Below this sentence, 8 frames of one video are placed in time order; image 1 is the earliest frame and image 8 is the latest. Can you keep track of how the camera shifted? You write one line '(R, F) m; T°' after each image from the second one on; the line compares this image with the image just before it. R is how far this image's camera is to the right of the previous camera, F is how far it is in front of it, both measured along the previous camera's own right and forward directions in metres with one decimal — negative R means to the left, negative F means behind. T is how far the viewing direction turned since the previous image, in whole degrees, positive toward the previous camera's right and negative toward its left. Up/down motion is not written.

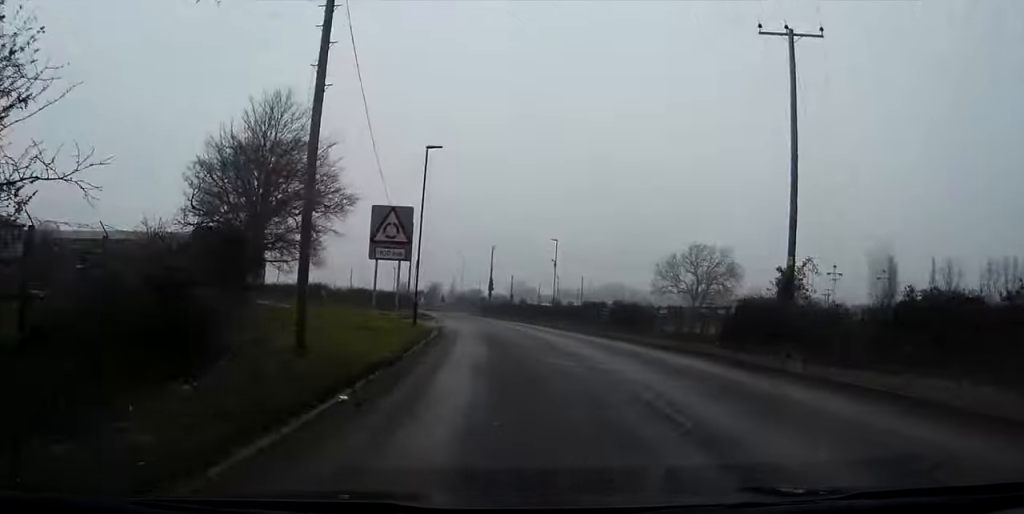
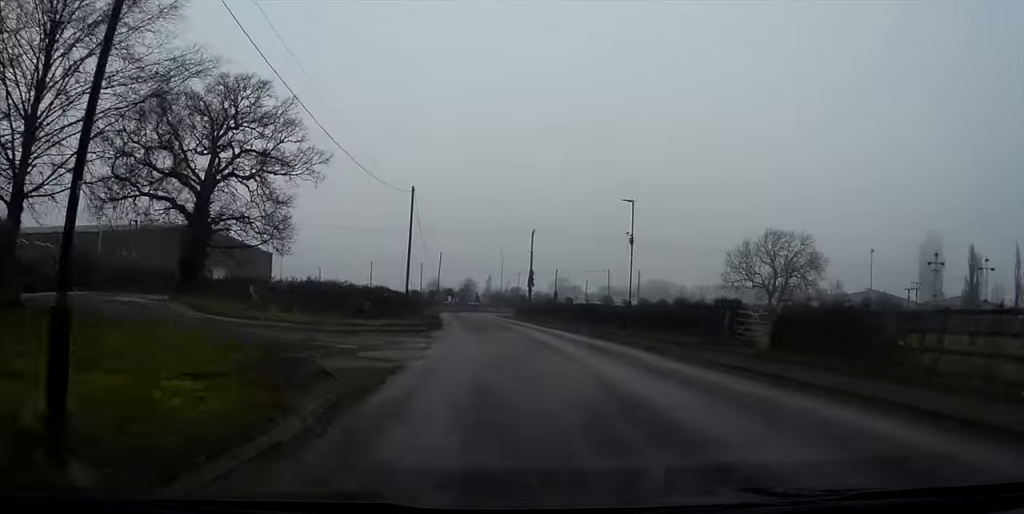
(-0.6, +21.2) m; -3°
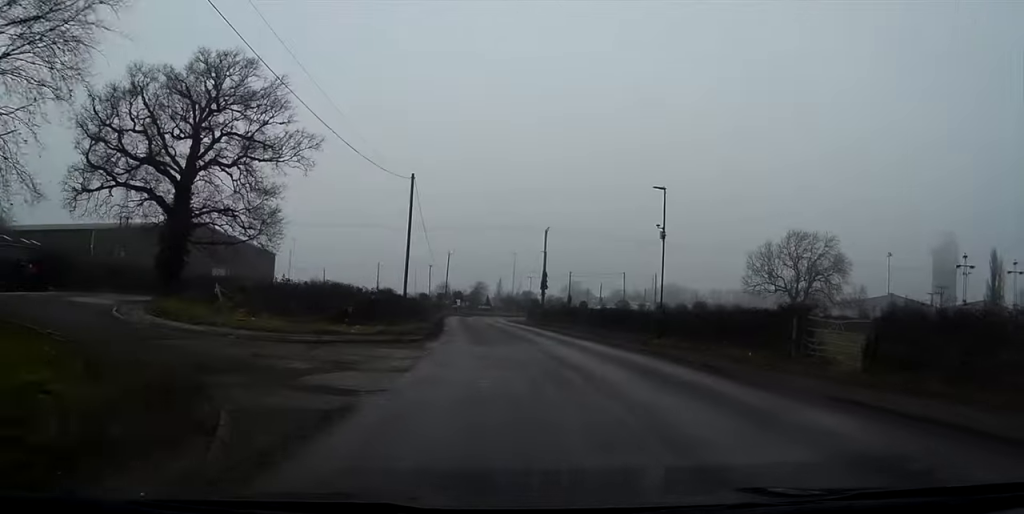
(-0.1, +5.2) m; -1°
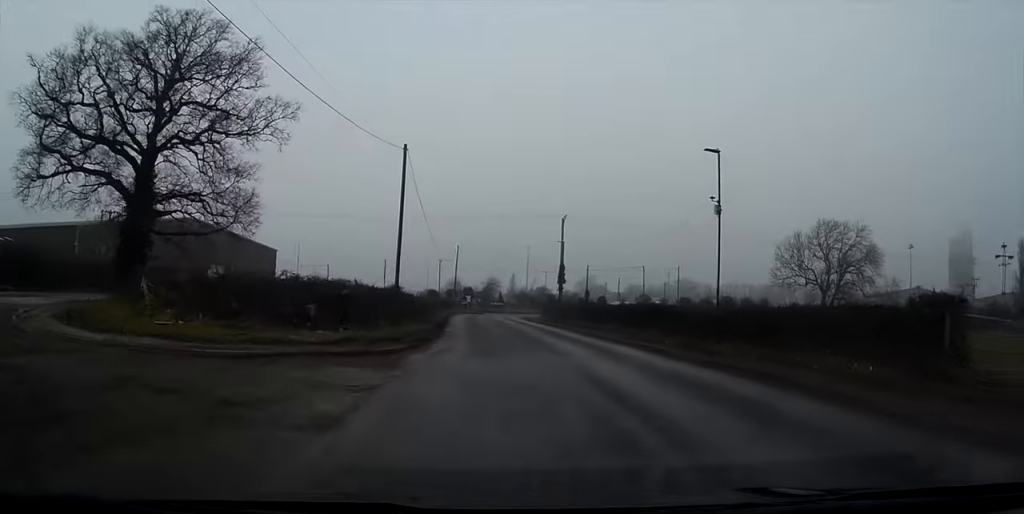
(0.0, +6.7) m; -1°
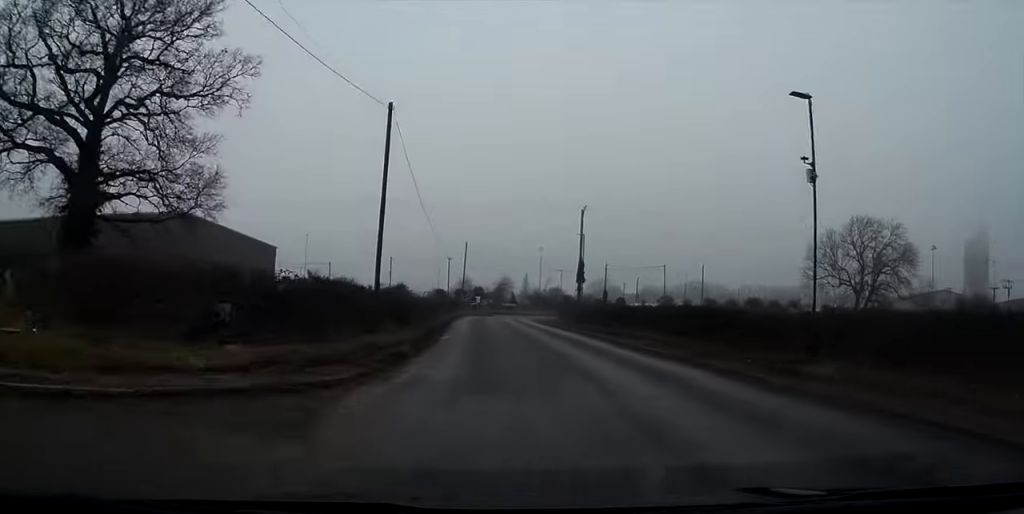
(-0.1, +7.4) m; -1°
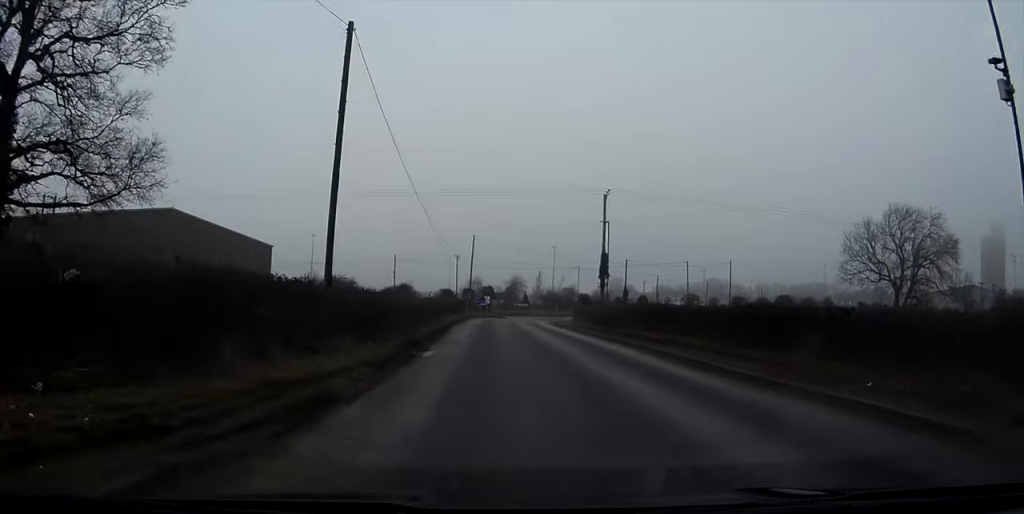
(0.0, +8.1) m; -1°
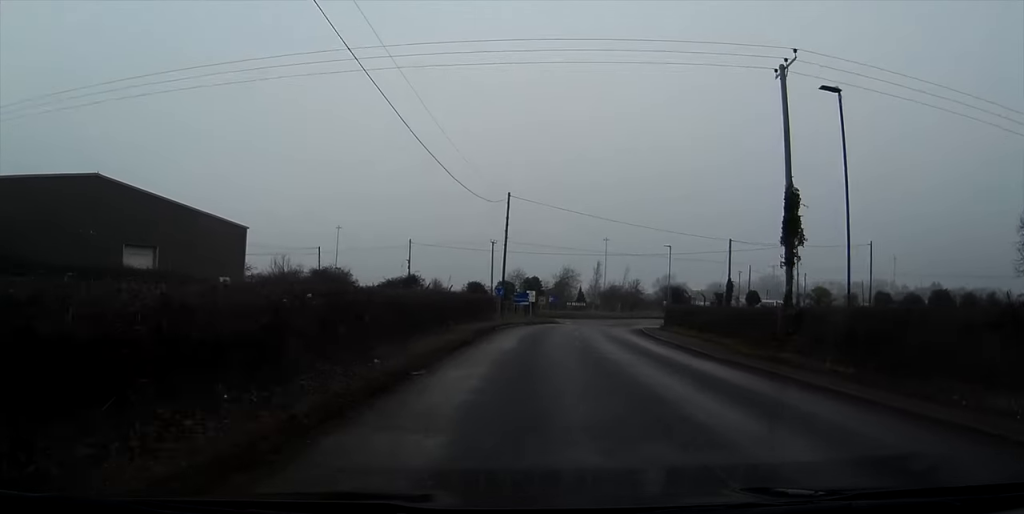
(-0.9, +30.3) m; -3°
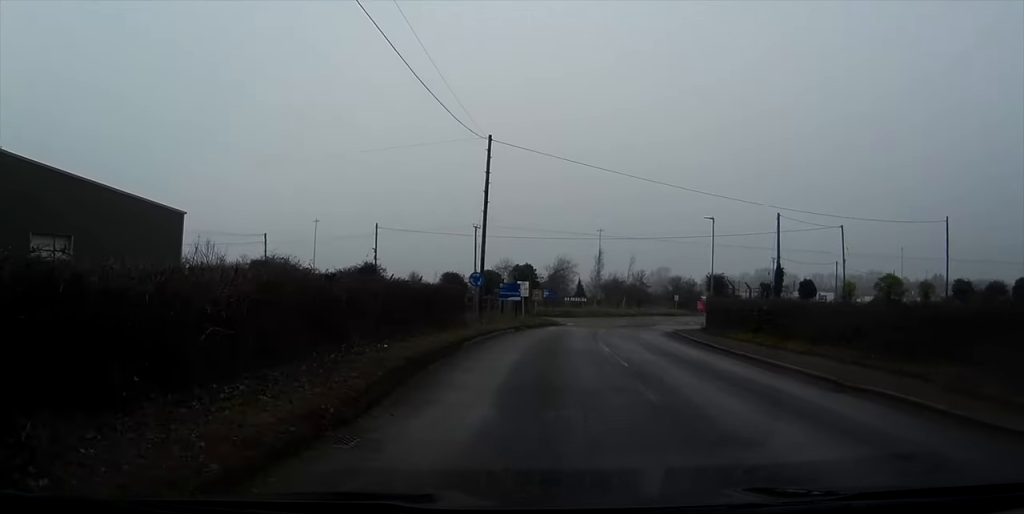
(0.0, +14.8) m; +1°
